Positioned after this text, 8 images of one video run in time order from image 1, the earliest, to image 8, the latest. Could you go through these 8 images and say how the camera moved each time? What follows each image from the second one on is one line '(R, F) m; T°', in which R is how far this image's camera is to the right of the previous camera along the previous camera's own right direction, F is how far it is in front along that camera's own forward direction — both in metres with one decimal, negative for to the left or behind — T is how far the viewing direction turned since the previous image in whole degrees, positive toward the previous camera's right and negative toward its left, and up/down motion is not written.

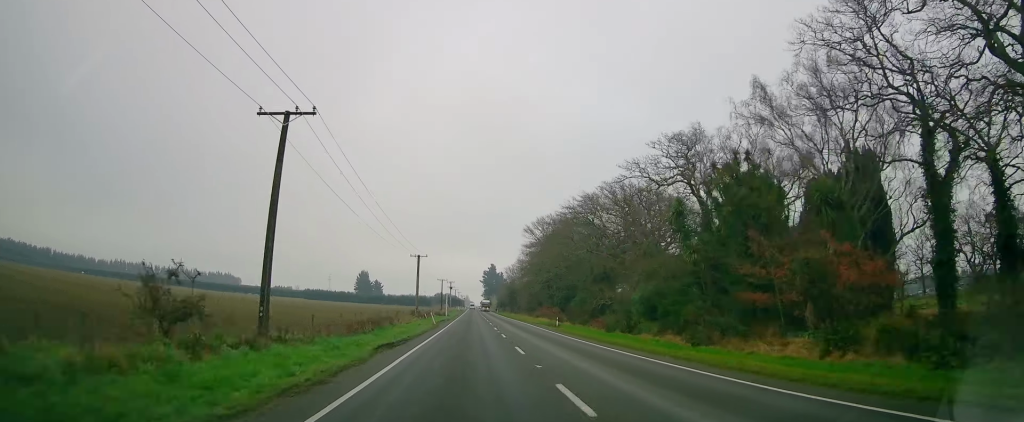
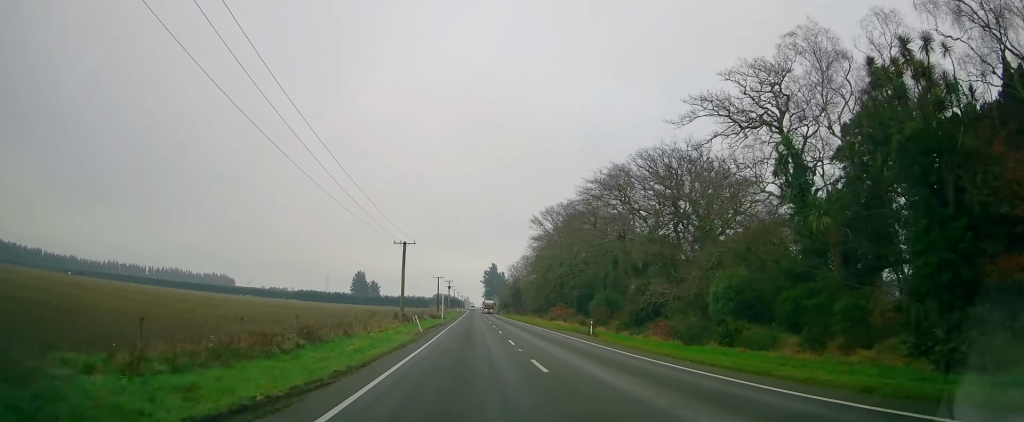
(-0.1, +14.9) m; 0°
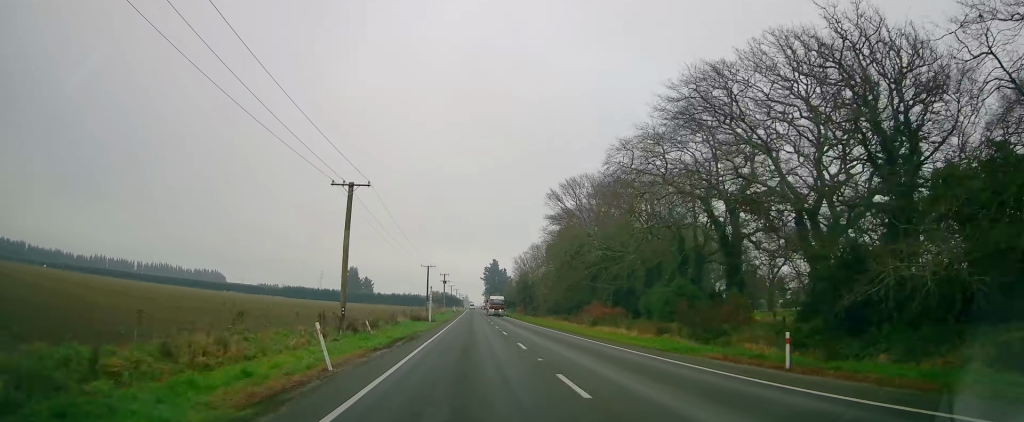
(+0.3, +24.6) m; +1°
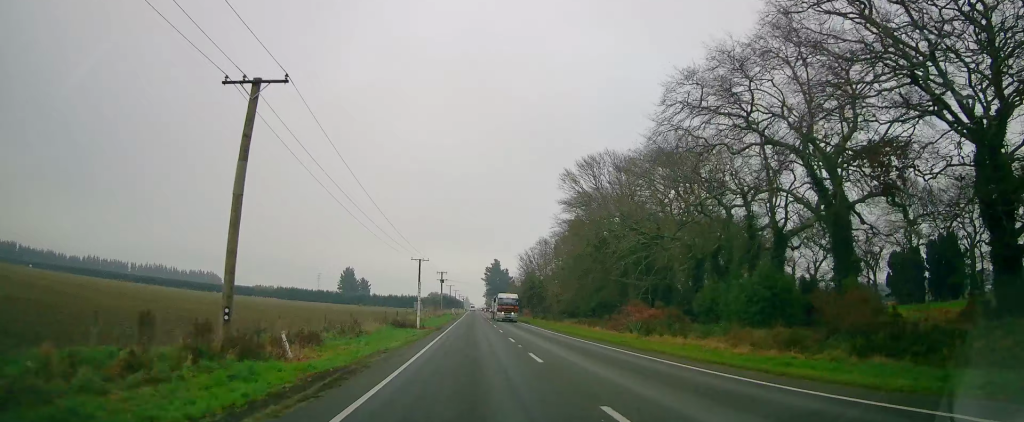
(0.0, +14.1) m; -1°
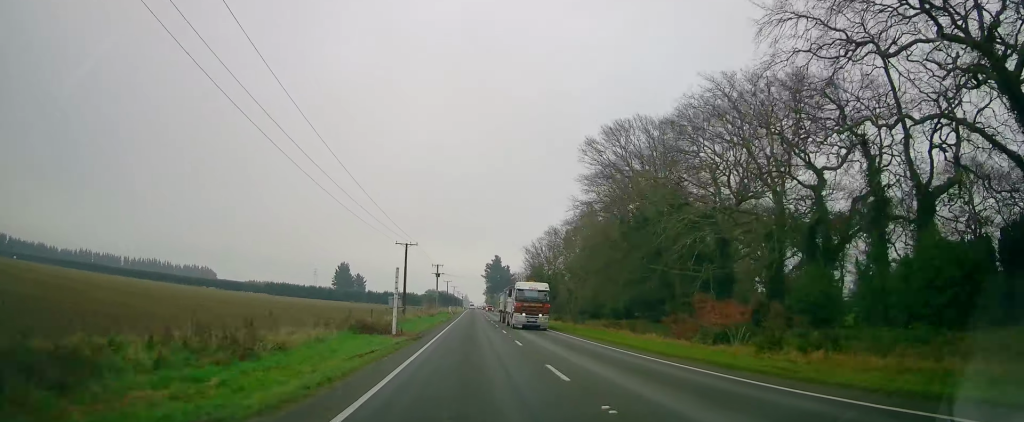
(0.0, +14.1) m; -1°
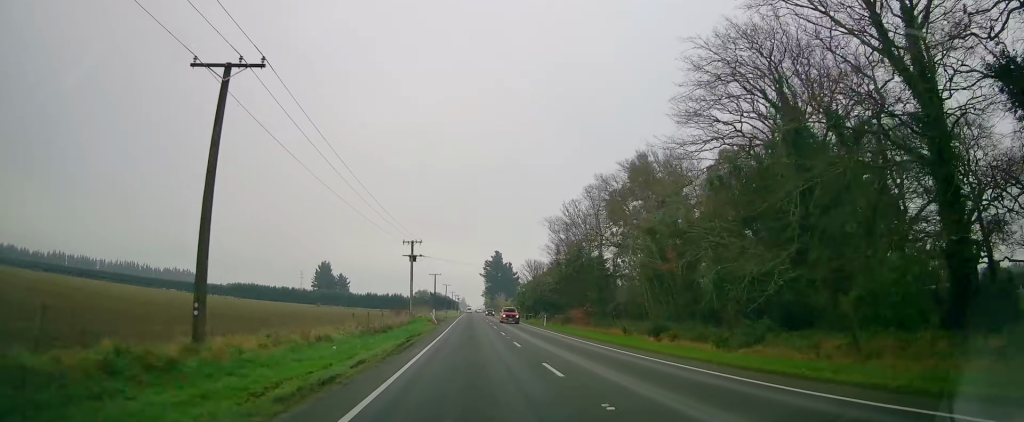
(-0.2, +40.4) m; +2°
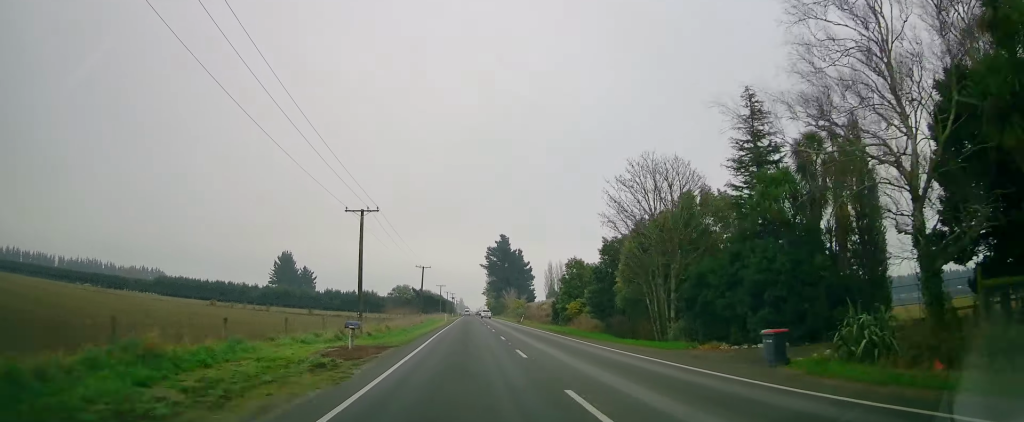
(+0.1, +66.3) m; -1°
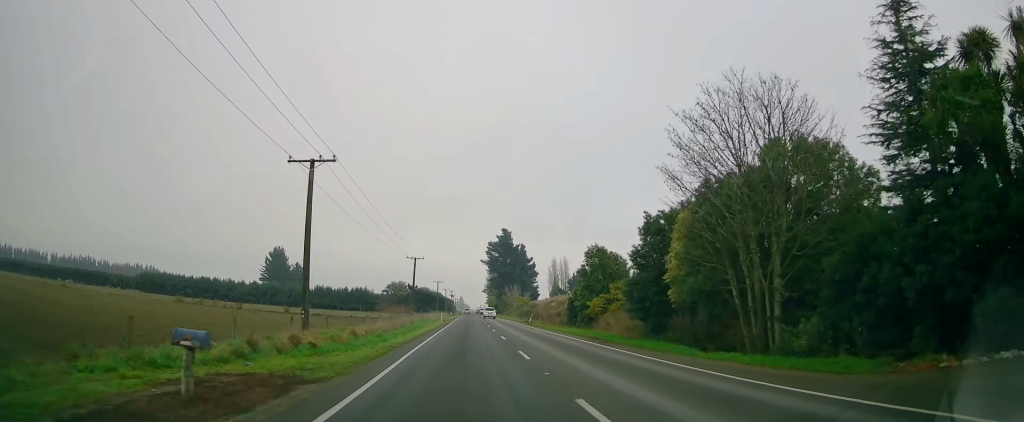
(+0.1, +11.3) m; 0°
